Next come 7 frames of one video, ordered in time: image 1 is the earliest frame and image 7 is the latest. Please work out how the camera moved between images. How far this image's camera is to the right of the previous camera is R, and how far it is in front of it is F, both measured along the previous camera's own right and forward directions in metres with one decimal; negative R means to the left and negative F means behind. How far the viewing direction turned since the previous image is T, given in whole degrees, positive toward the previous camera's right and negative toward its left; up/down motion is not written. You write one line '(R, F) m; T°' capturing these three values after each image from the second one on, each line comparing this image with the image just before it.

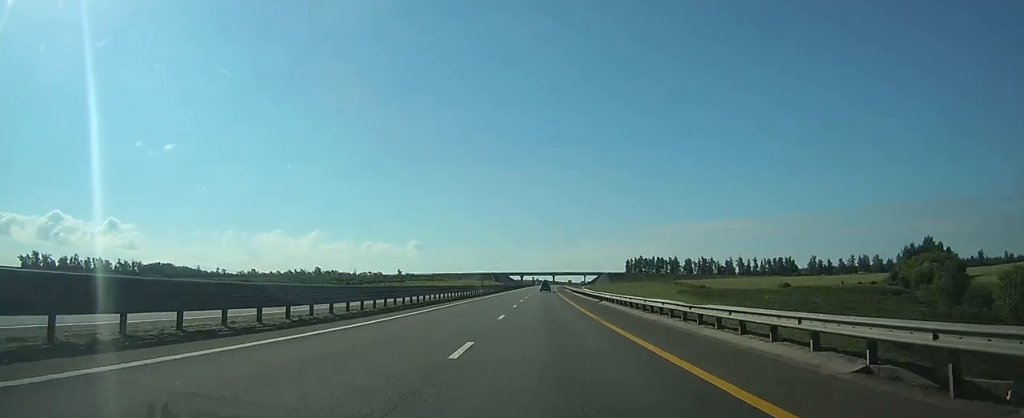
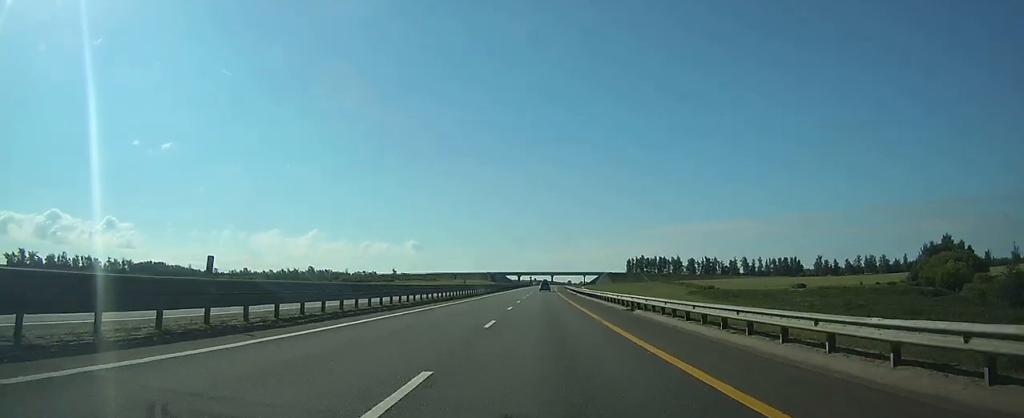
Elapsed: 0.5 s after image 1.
(+0.1, +16.3) m; 0°
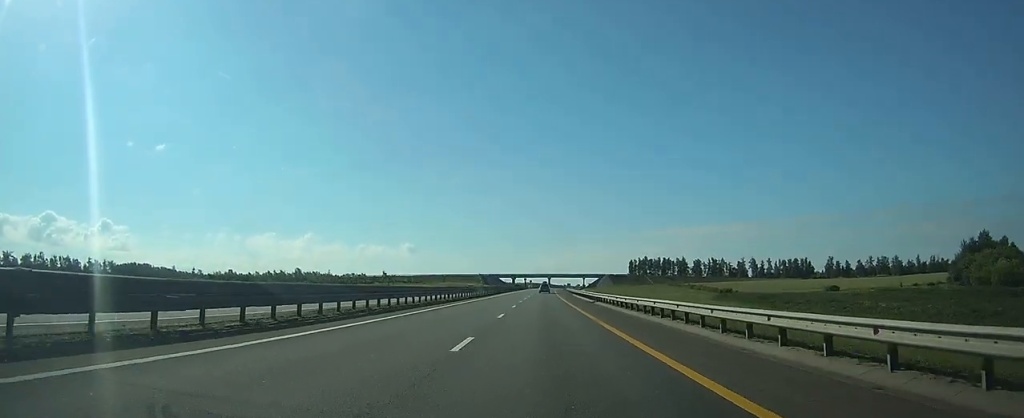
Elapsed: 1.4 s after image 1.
(+0.1, +29.4) m; +1°
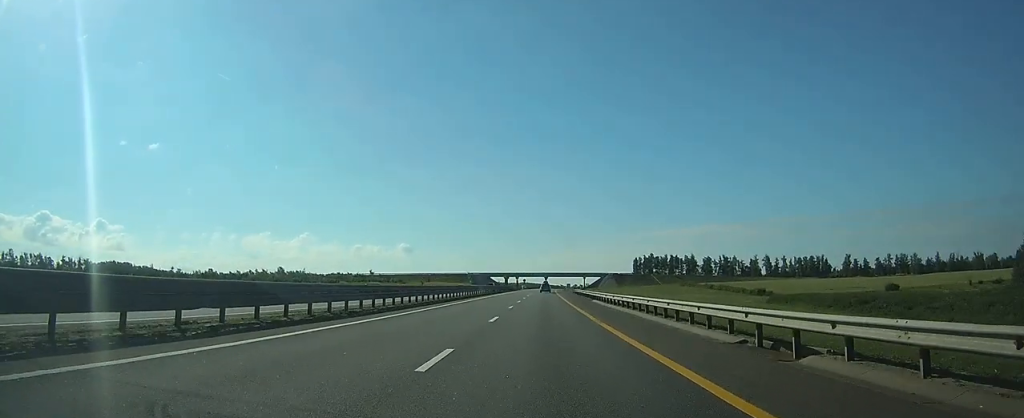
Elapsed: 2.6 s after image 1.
(+0.3, +38.3) m; +1°
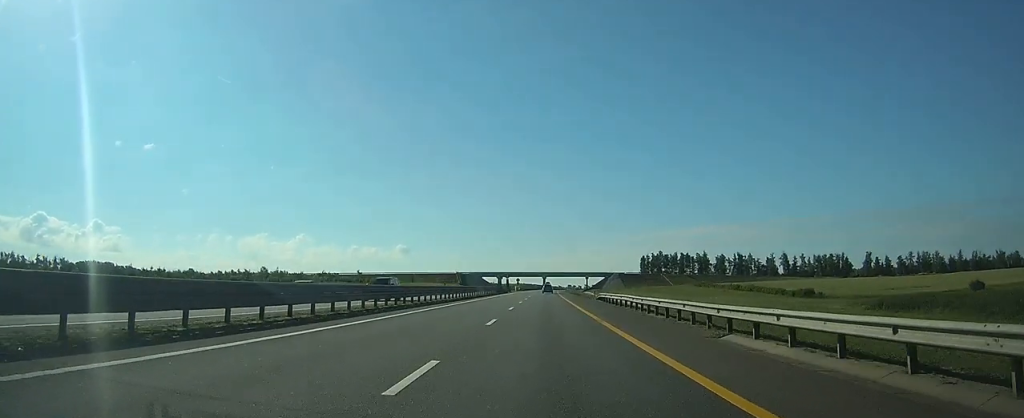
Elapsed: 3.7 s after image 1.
(+0.1, +37.5) m; 0°
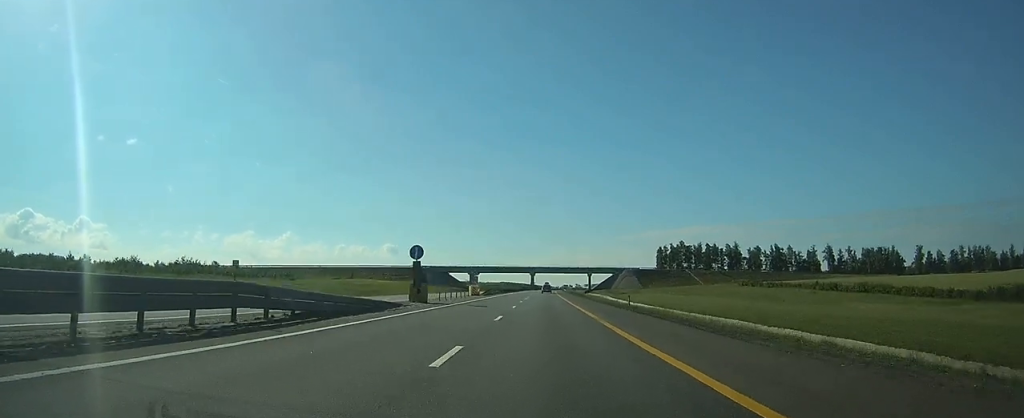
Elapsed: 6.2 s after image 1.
(+0.5, +81.5) m; 0°
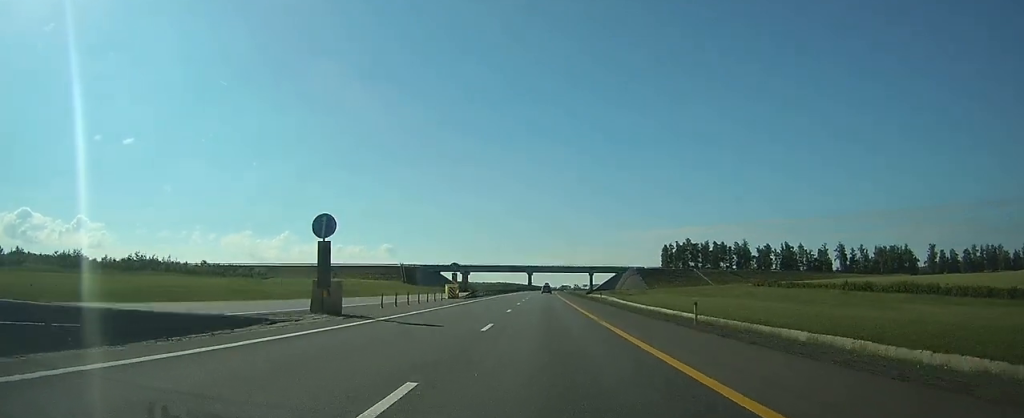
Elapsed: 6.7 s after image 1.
(0.0, +16.4) m; 0°
